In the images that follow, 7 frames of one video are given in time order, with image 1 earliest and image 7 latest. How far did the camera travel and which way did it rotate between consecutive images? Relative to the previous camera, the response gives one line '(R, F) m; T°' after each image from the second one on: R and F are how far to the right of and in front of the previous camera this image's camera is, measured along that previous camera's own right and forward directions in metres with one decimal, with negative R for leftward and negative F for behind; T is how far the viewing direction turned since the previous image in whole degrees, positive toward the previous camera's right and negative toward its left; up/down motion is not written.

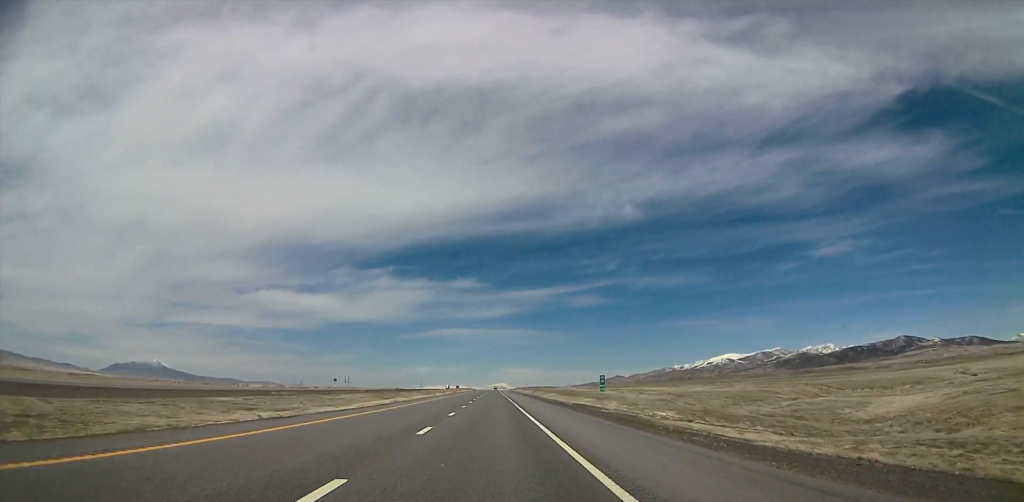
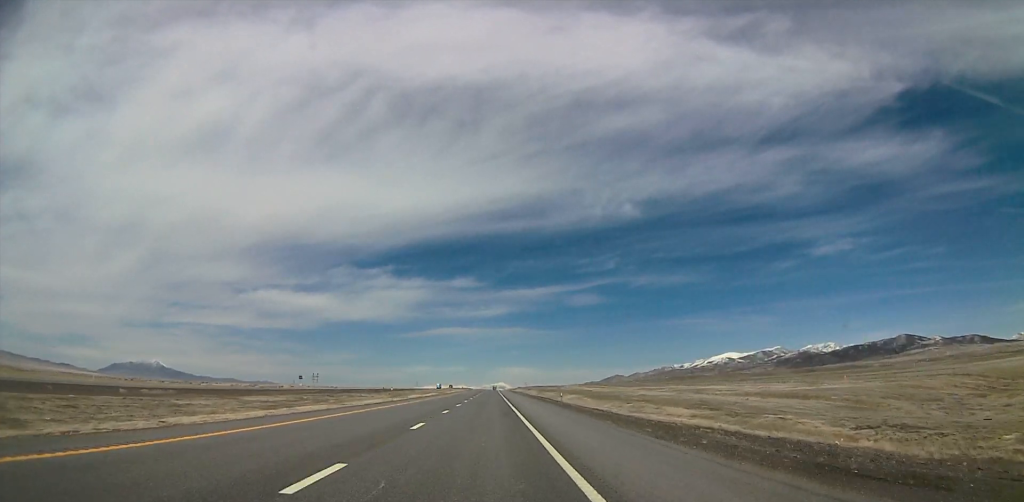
(-0.5, +47.2) m; +1°
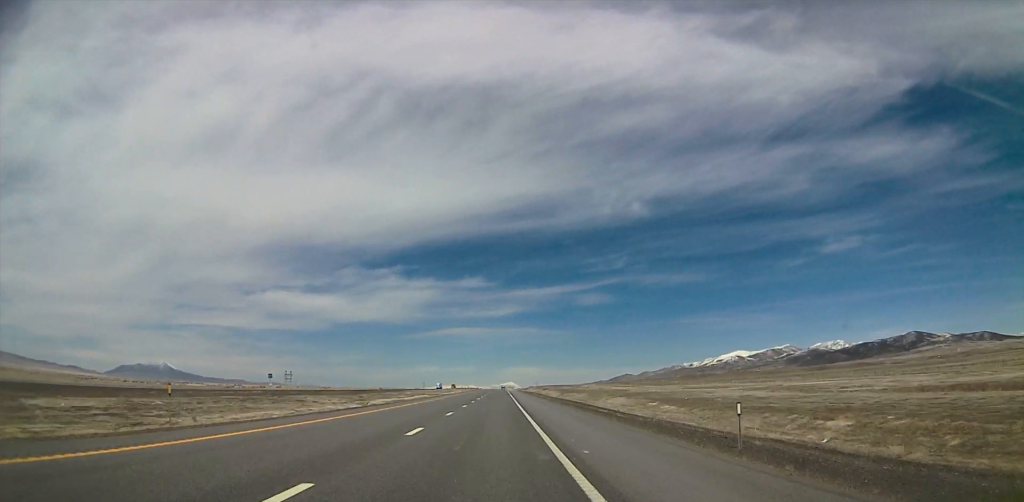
(+0.6, +38.9) m; 0°
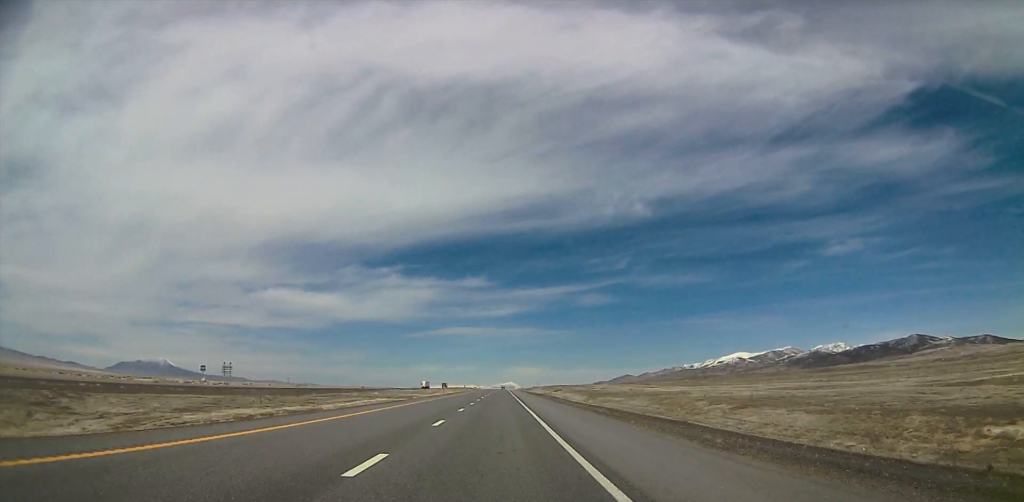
(-0.8, +45.0) m; -1°
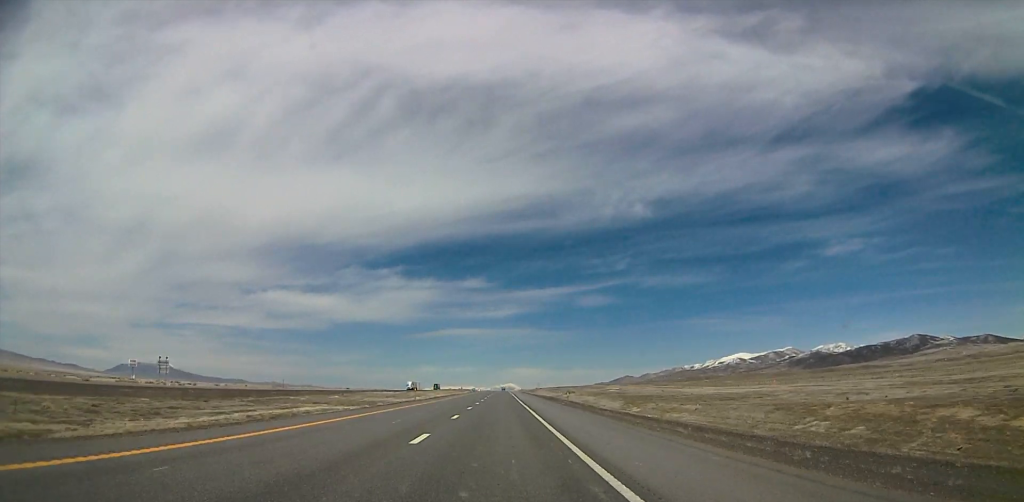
(0.0, +30.7) m; 0°
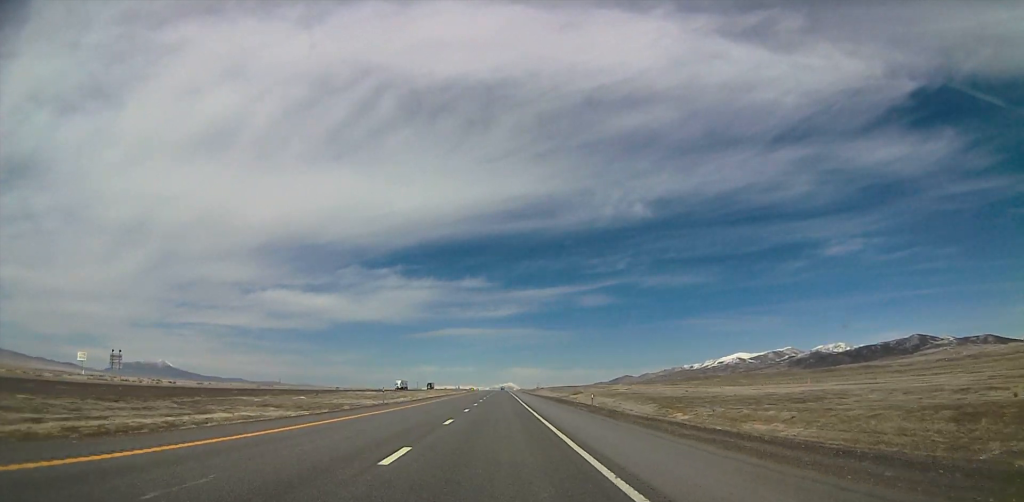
(0.0, +16.4) m; 0°
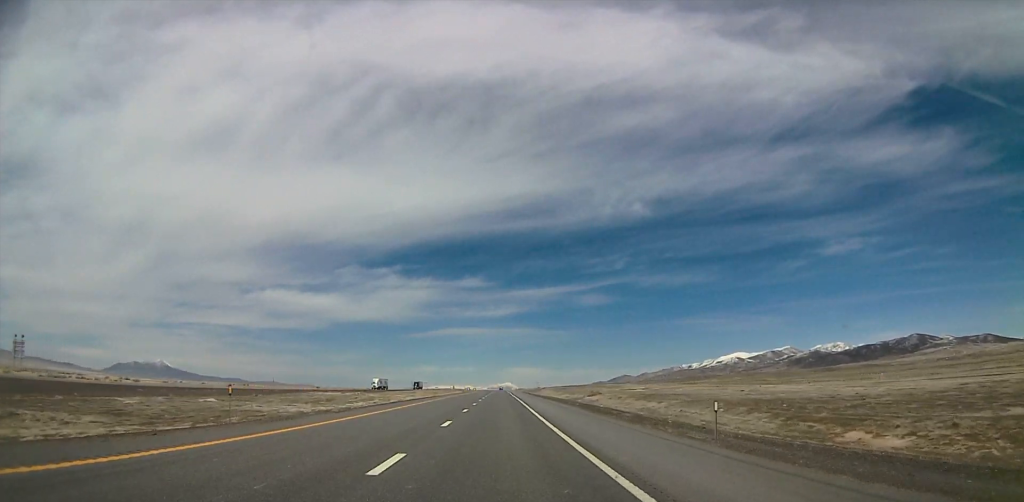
(0.0, +25.6) m; 0°
